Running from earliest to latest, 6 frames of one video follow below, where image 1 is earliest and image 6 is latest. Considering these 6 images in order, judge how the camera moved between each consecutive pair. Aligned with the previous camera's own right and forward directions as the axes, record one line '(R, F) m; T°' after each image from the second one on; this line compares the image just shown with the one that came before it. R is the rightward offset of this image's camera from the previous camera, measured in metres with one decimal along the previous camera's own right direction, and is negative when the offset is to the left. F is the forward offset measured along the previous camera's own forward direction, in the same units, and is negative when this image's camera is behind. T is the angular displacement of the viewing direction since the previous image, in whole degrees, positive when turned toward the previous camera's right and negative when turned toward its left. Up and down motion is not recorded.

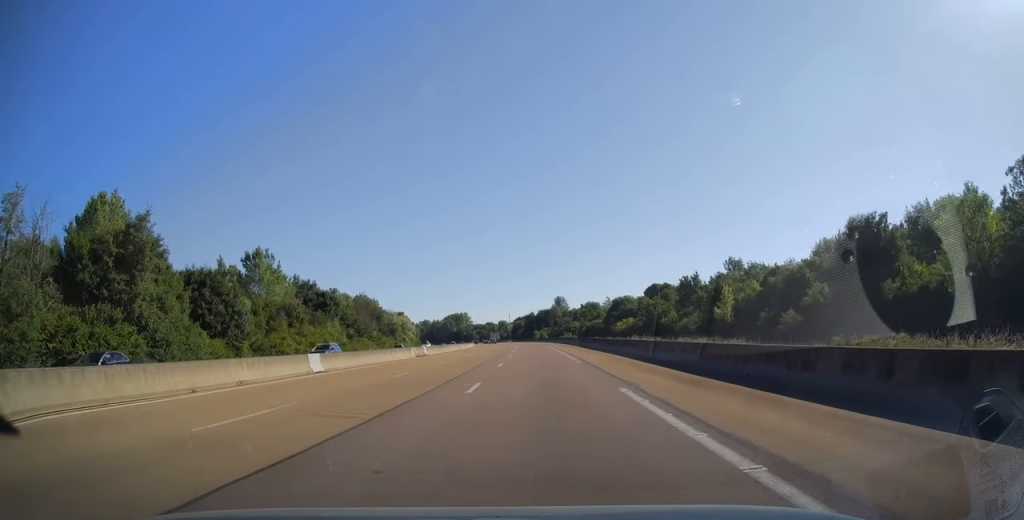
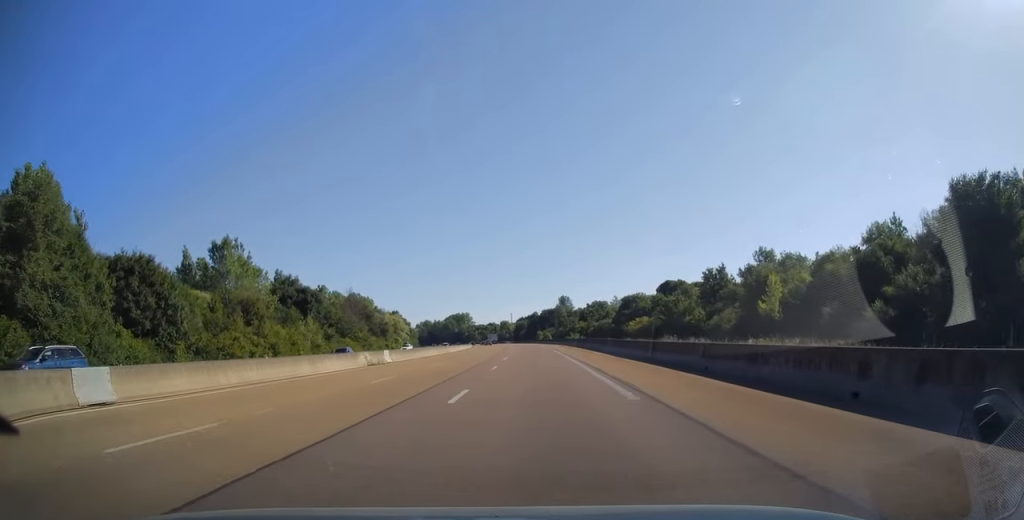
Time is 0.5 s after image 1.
(0.0, +15.2) m; 0°
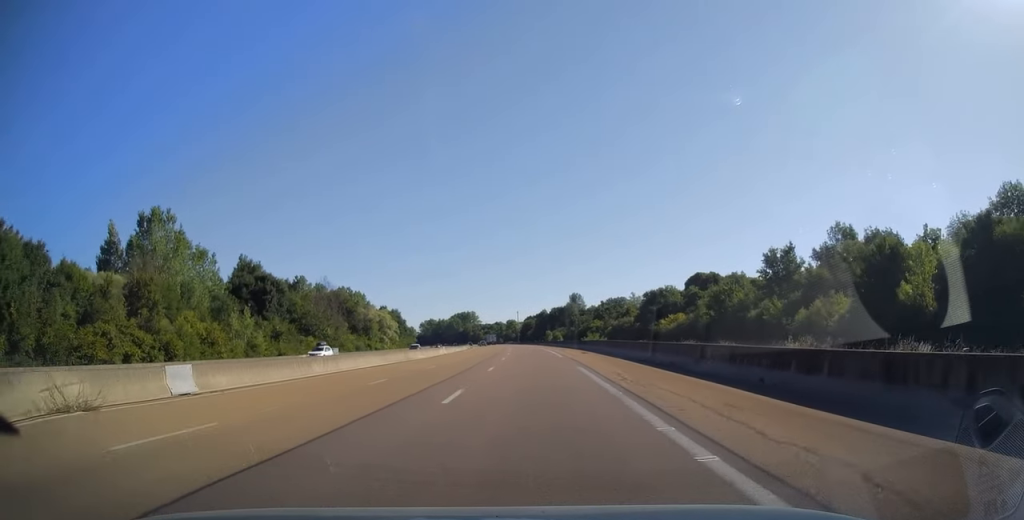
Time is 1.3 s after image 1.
(-0.1, +25.8) m; -1°
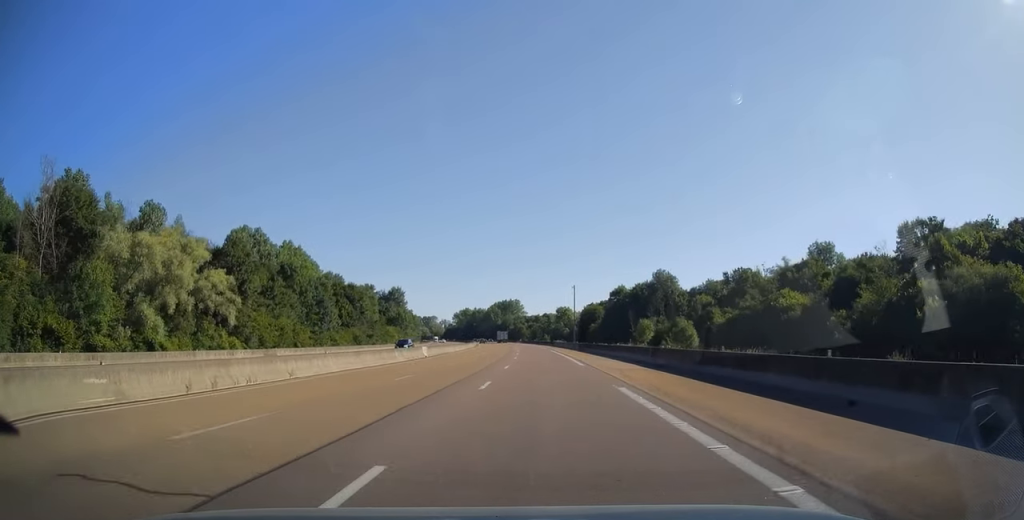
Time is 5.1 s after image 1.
(-4.6, +113.0) m; -5°
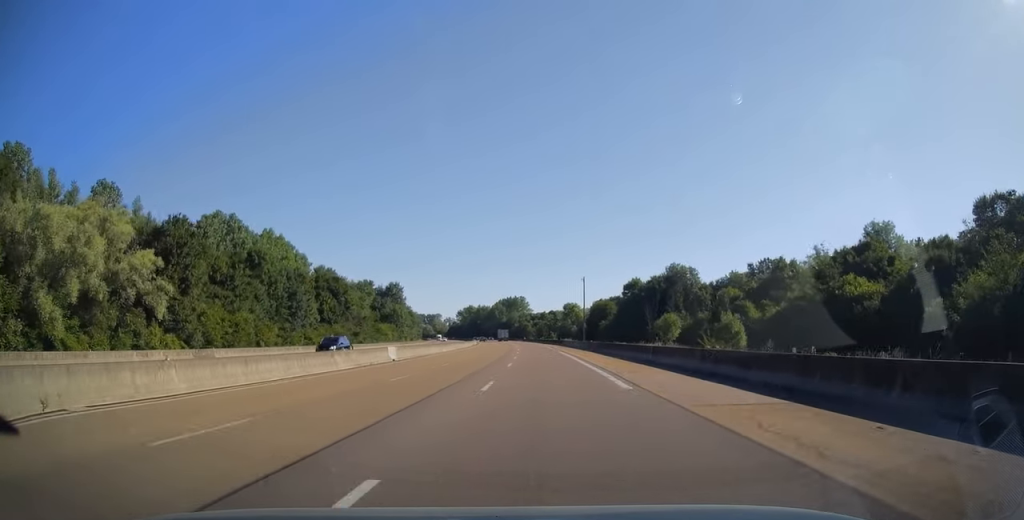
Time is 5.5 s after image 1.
(-0.1, +13.6) m; 0°
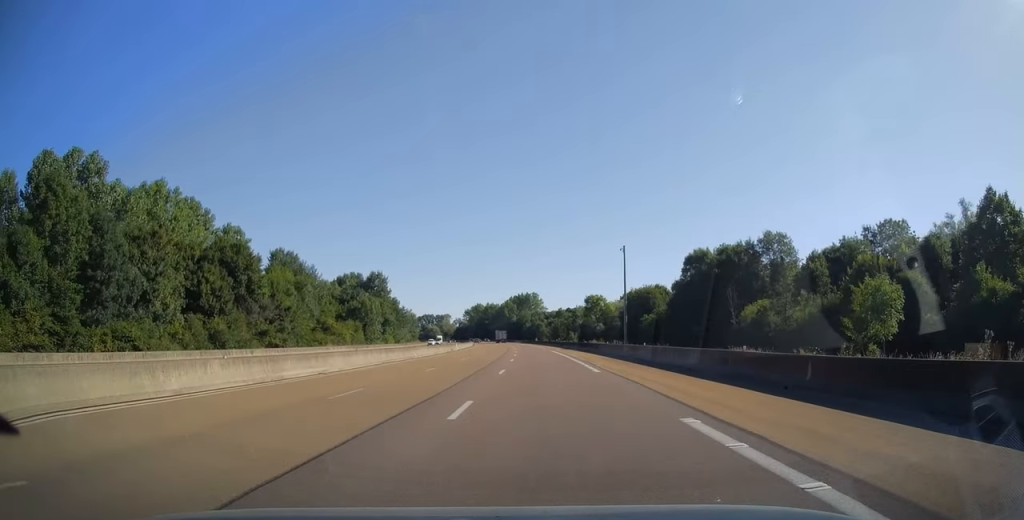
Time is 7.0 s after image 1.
(-0.5, +44.3) m; -2°
